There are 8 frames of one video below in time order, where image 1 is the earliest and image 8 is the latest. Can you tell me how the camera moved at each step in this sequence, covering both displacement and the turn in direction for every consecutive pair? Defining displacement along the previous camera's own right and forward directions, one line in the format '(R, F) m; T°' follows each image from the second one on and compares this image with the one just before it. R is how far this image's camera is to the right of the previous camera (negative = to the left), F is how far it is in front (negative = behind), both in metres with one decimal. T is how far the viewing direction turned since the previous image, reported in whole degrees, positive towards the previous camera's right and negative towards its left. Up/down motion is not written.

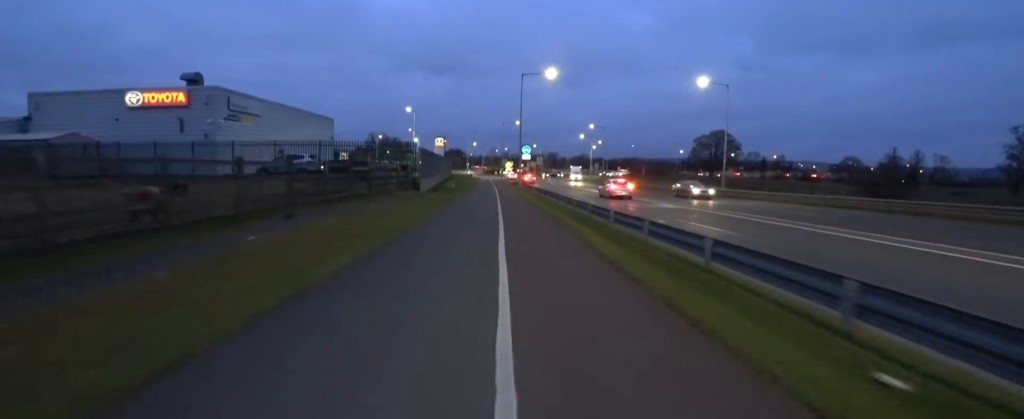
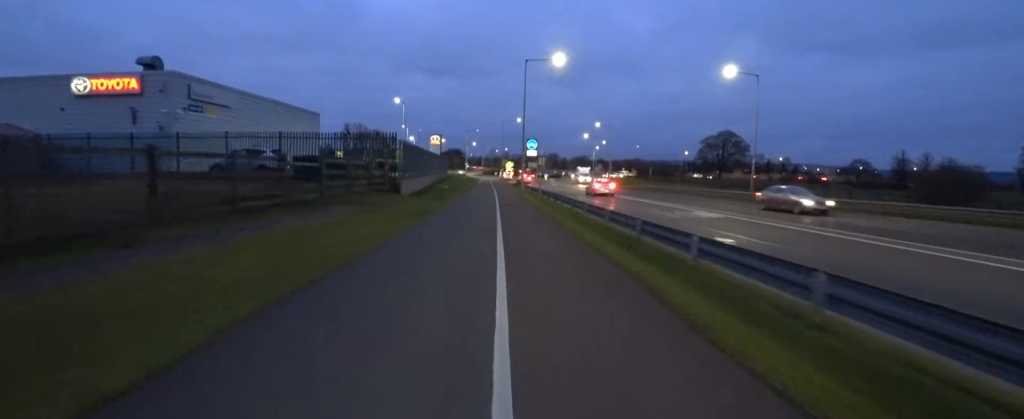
(0.0, +4.6) m; 0°
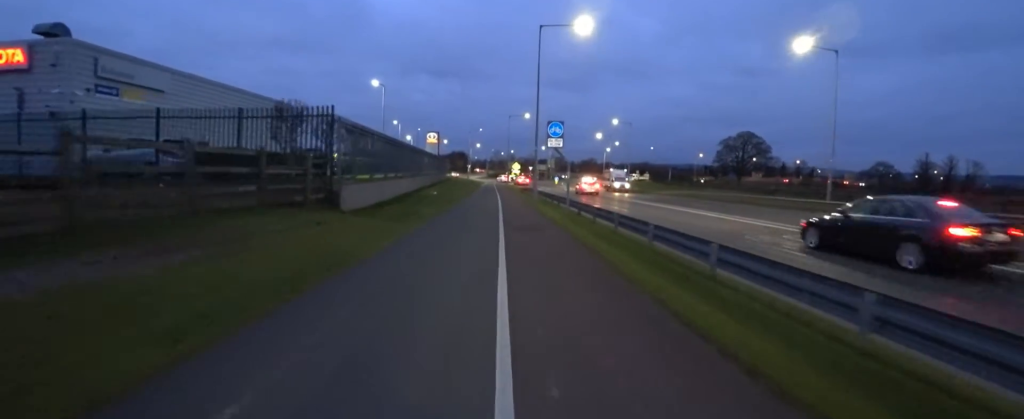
(0.0, +7.9) m; 0°
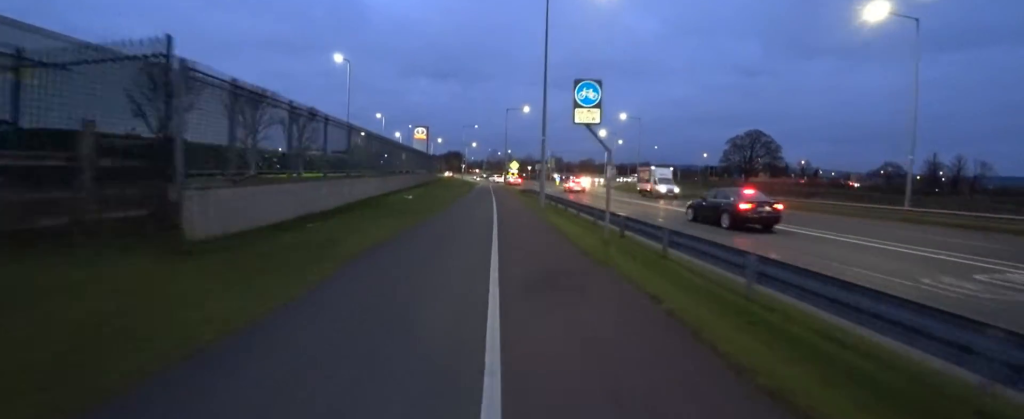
(0.0, +5.7) m; 0°
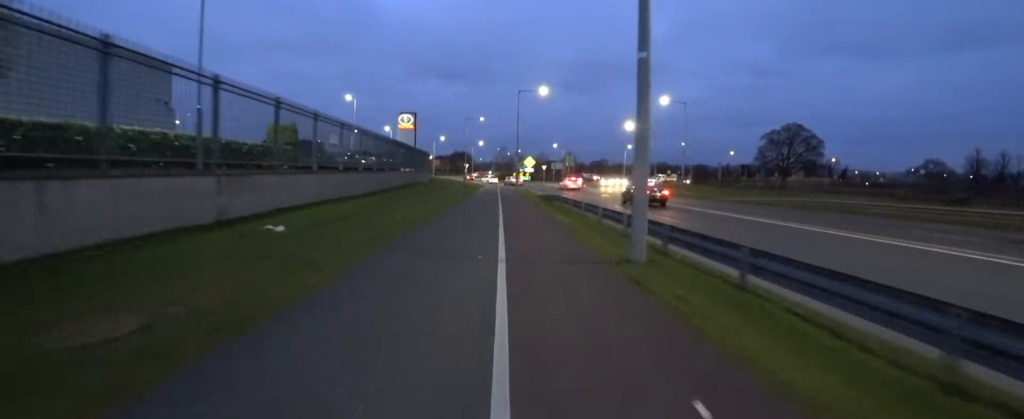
(0.0, +11.5) m; 0°
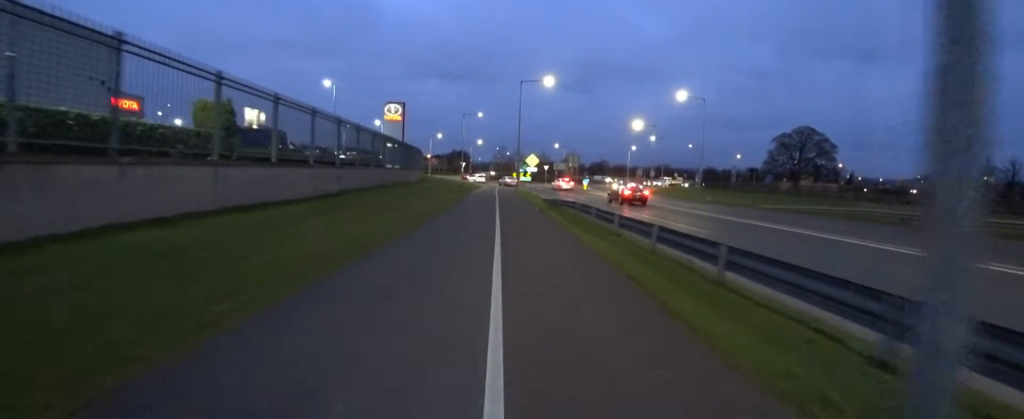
(0.0, +4.1) m; 0°
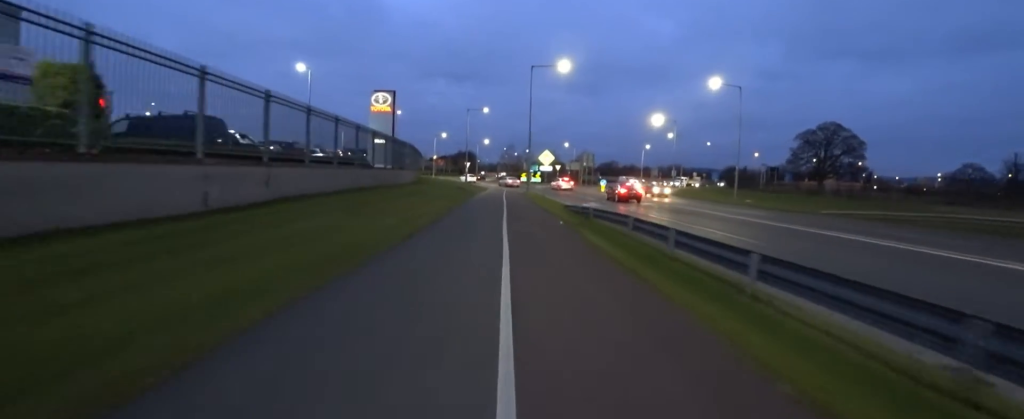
(0.0, +4.8) m; -2°
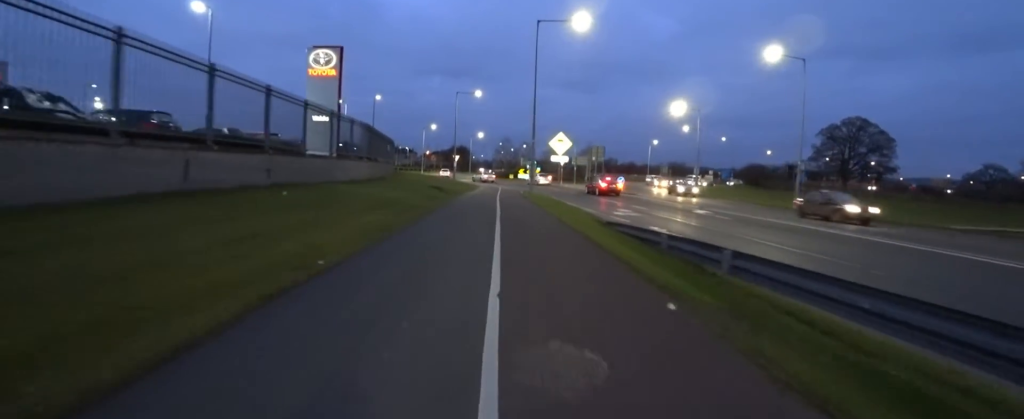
(-0.3, +8.0) m; -3°
